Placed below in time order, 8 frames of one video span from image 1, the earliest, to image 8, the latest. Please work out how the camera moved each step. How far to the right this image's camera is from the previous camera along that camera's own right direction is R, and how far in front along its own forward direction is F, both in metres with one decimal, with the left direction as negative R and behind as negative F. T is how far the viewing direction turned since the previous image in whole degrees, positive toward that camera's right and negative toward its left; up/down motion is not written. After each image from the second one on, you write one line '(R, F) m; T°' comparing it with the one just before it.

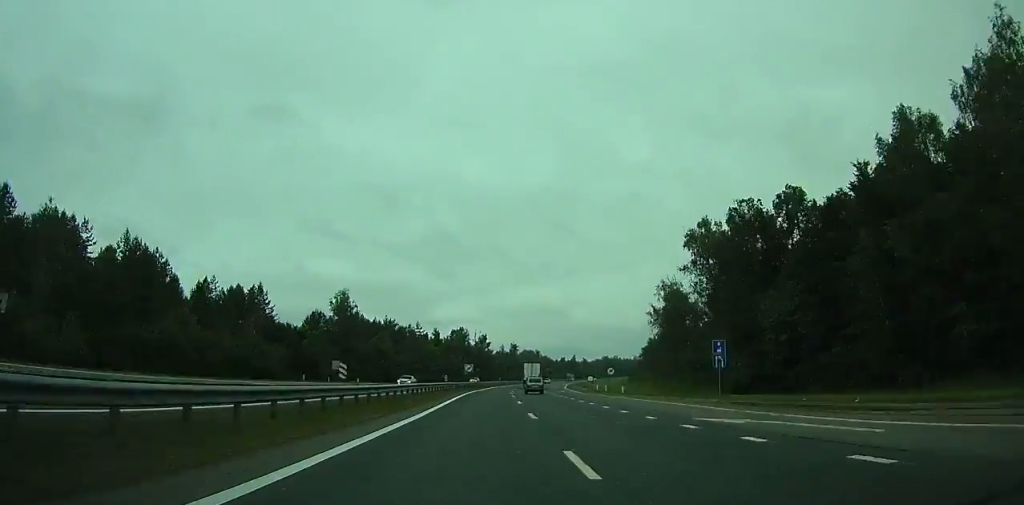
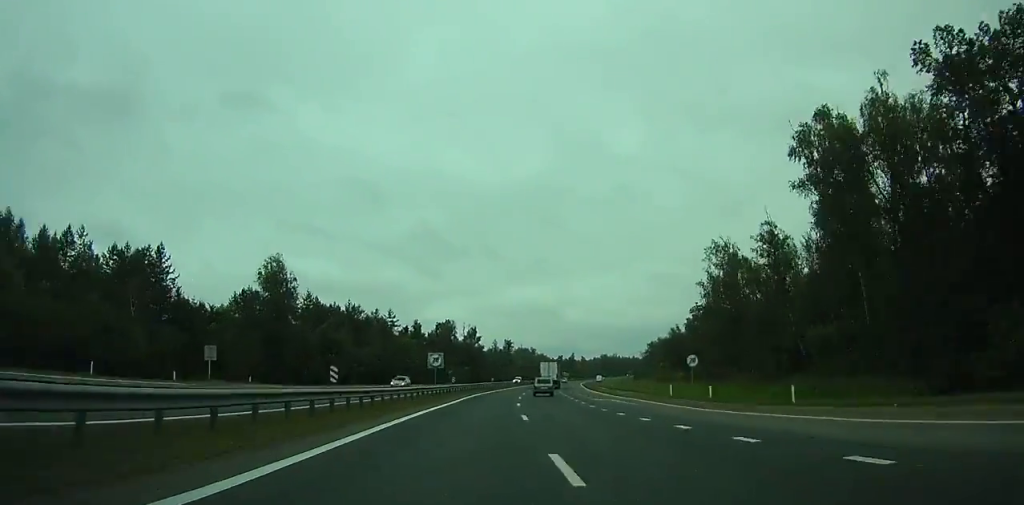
(-0.5, +36.9) m; +1°
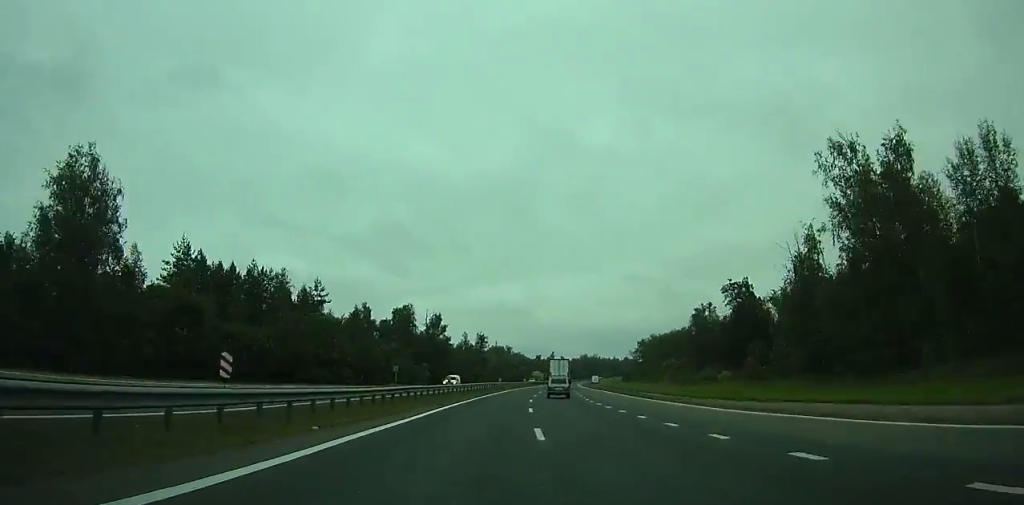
(+1.0, +44.8) m; +2°
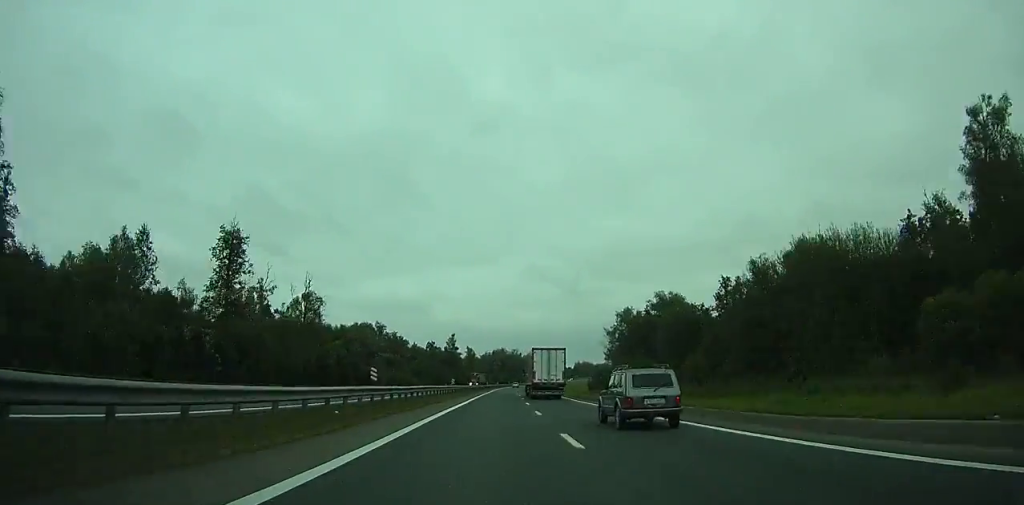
(+13.6, +168.7) m; +8°
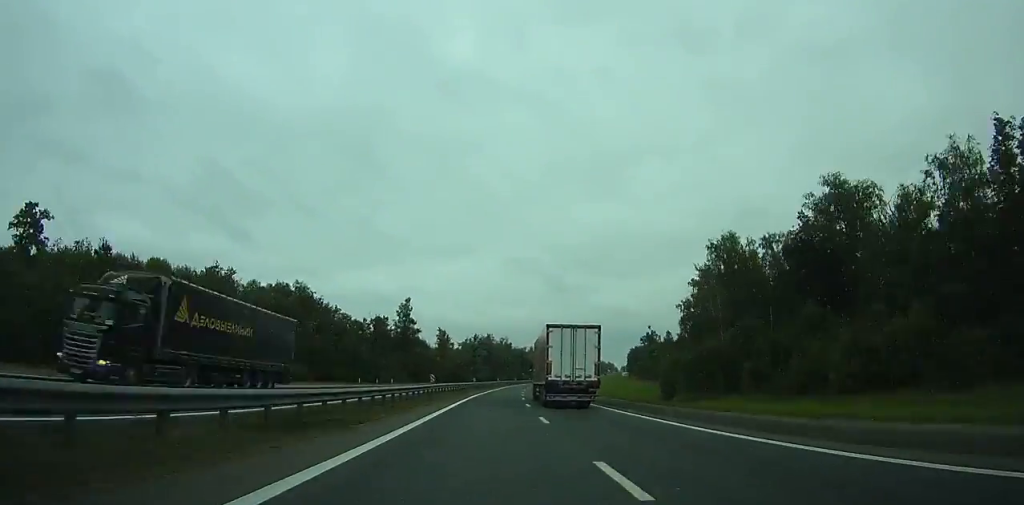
(+1.4, +89.2) m; +2°
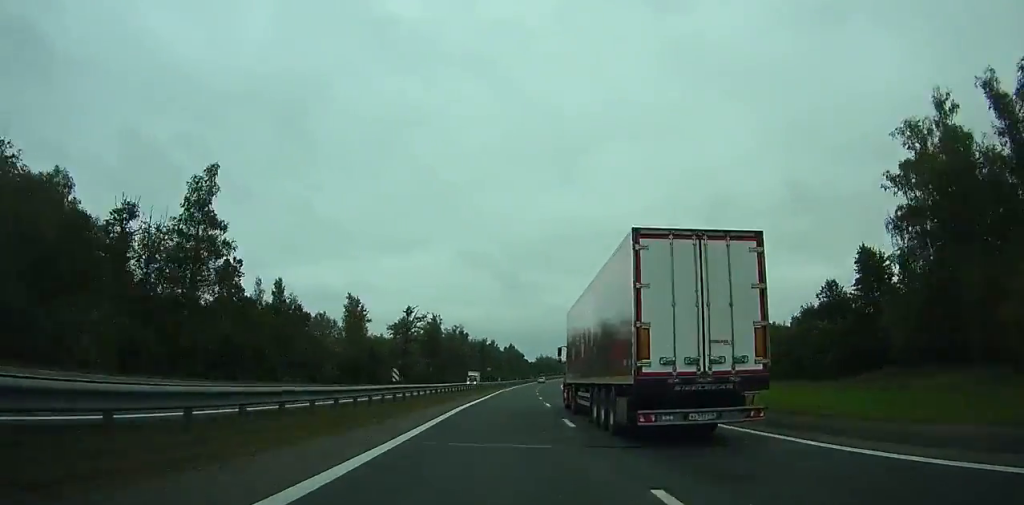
(+2.1, +88.5) m; +4°
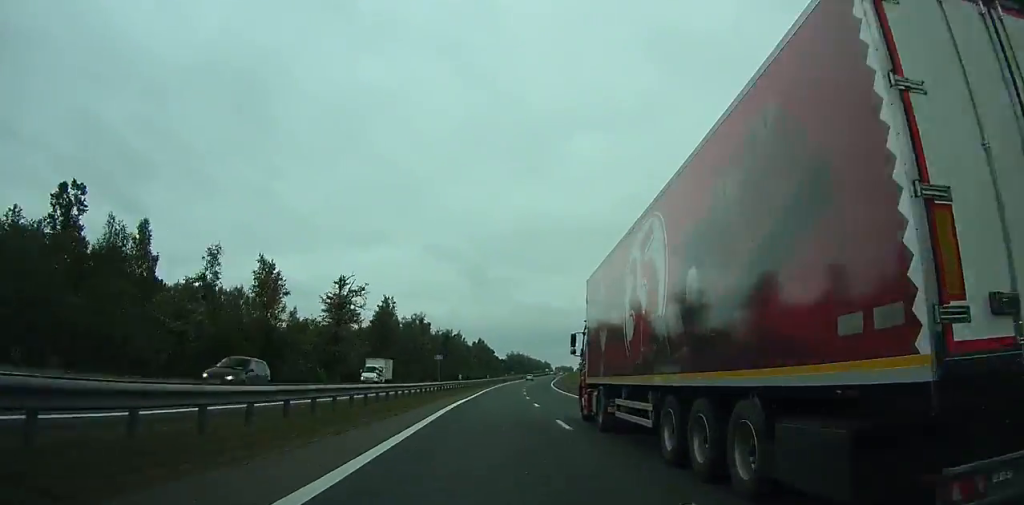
(+0.5, +37.7) m; +2°
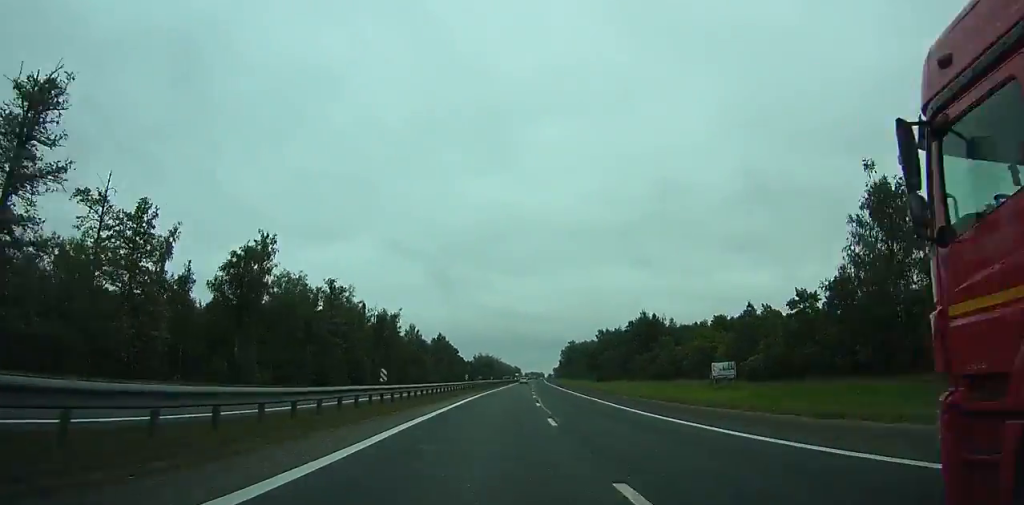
(+1.7, +70.2) m; +4°
